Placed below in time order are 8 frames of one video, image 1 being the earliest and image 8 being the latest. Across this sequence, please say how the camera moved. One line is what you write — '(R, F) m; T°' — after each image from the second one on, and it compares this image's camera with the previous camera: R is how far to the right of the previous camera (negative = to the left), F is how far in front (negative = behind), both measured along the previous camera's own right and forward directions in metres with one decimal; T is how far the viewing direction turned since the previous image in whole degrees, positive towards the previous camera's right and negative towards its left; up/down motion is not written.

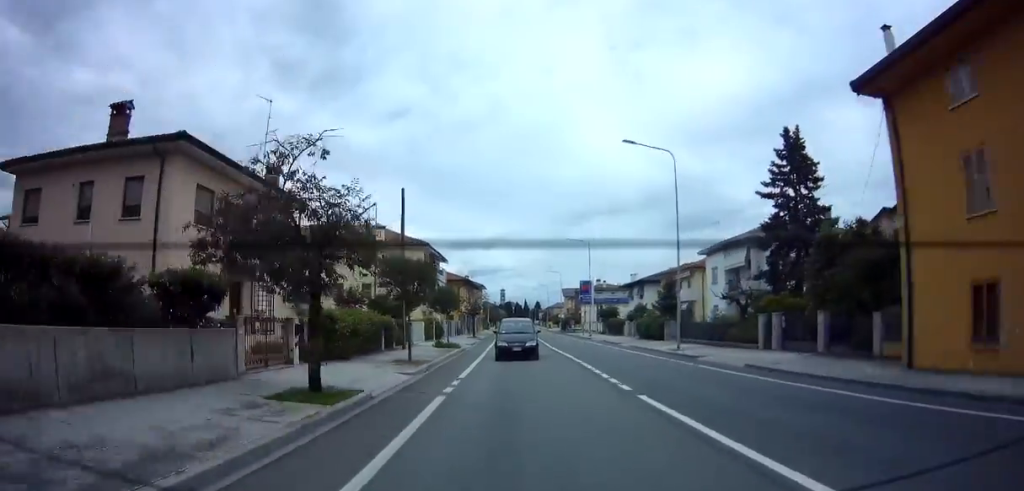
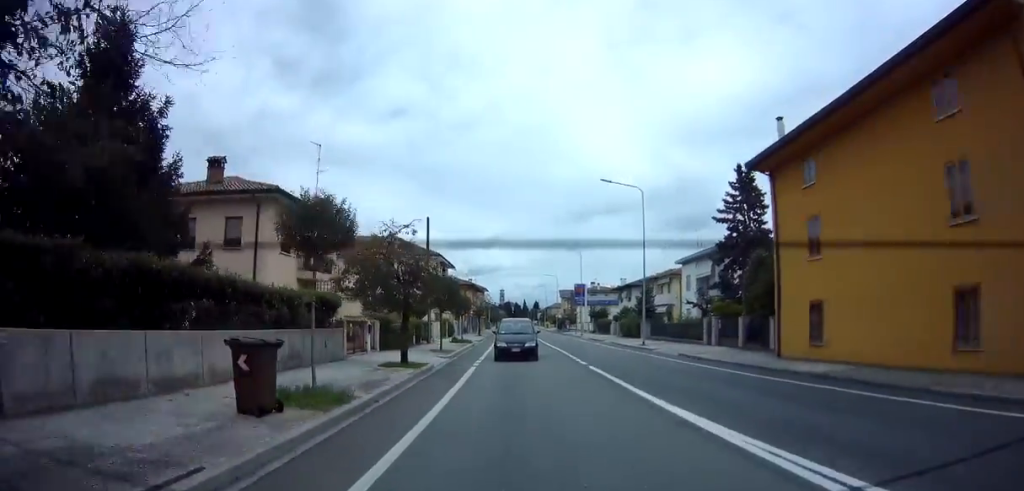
(-0.1, +7.6) m; 0°
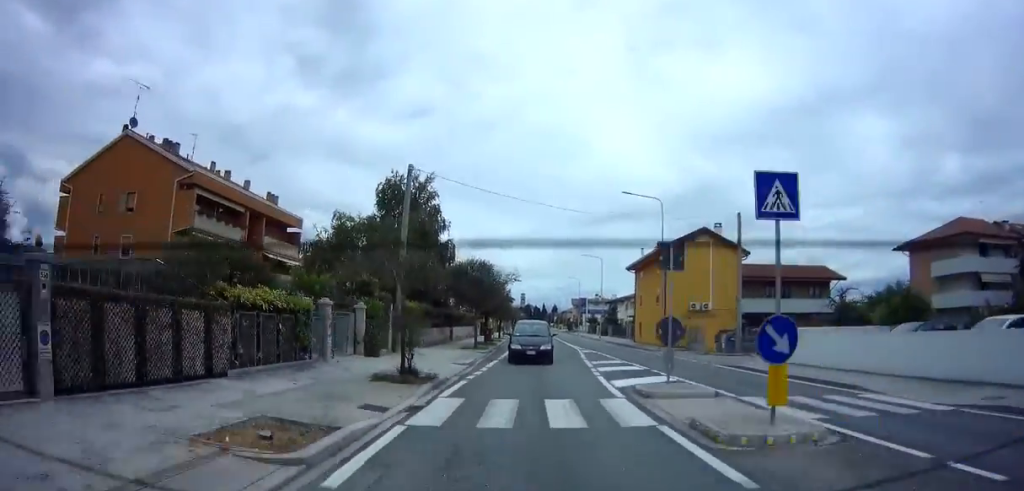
(+0.4, +34.7) m; 0°
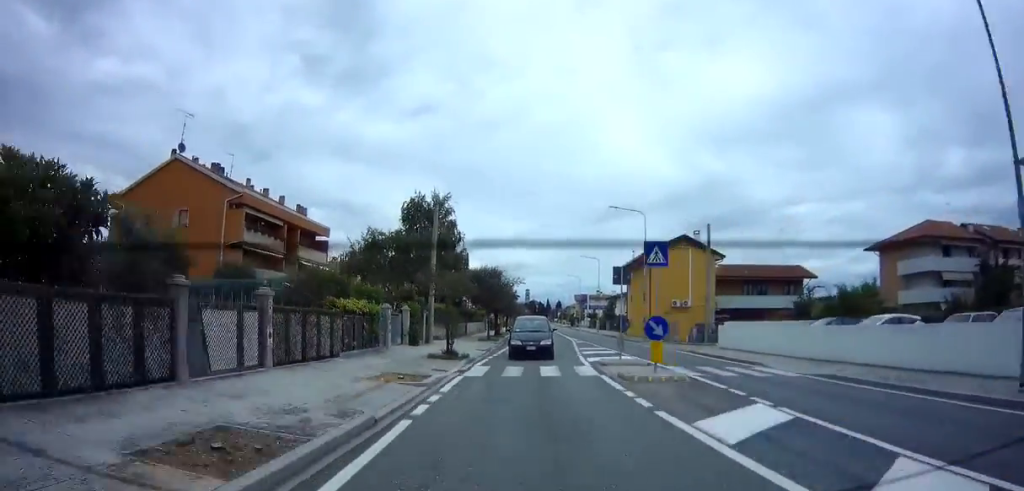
(0.0, +6.5) m; -1°
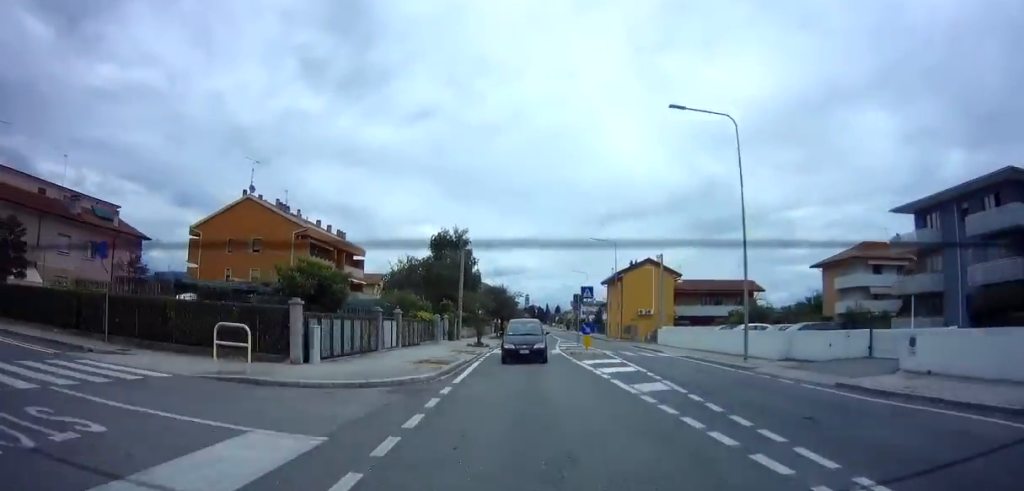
(-0.4, +13.5) m; 0°
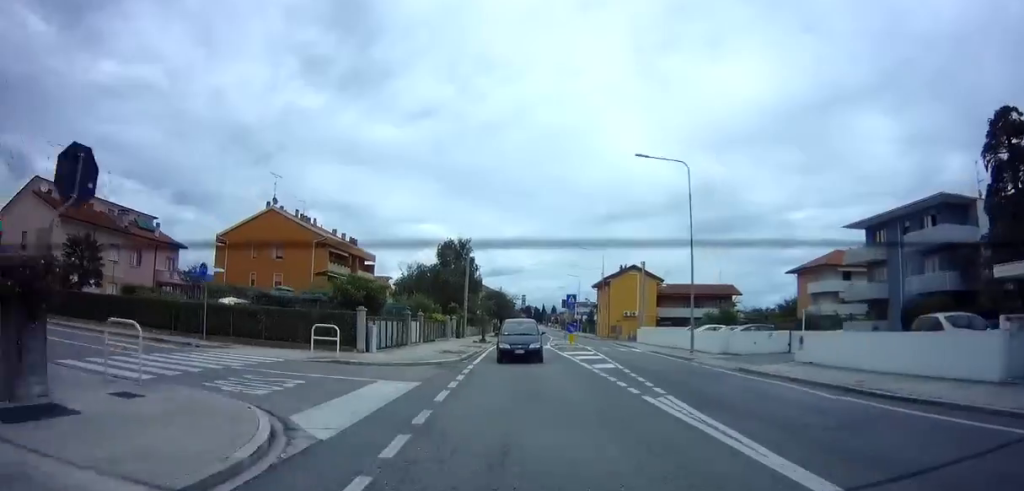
(+0.2, +6.5) m; 0°
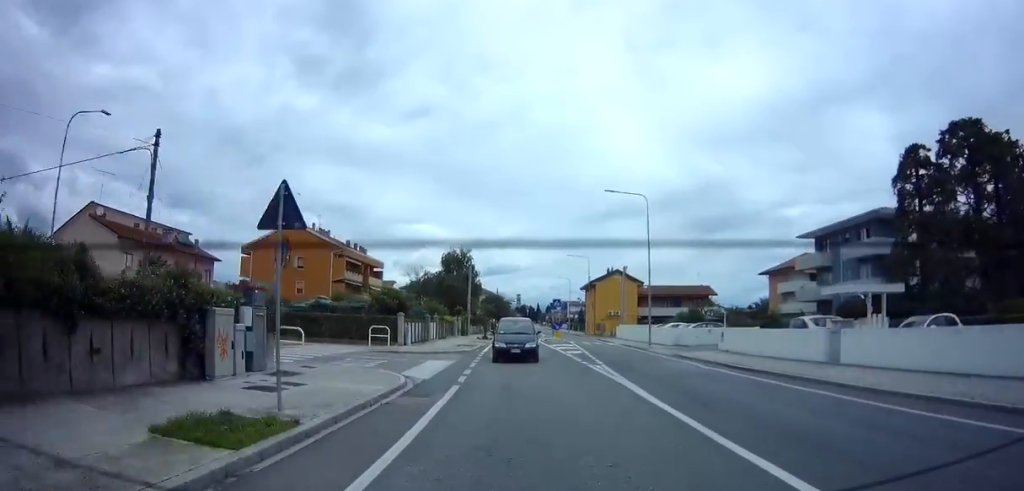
(+0.2, +8.0) m; 0°
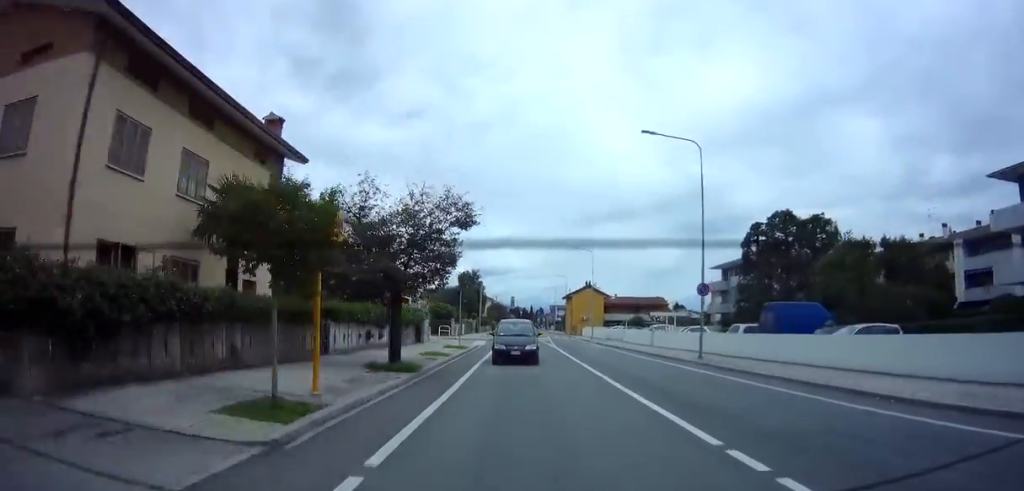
(-0.1, +25.6) m; +1°
